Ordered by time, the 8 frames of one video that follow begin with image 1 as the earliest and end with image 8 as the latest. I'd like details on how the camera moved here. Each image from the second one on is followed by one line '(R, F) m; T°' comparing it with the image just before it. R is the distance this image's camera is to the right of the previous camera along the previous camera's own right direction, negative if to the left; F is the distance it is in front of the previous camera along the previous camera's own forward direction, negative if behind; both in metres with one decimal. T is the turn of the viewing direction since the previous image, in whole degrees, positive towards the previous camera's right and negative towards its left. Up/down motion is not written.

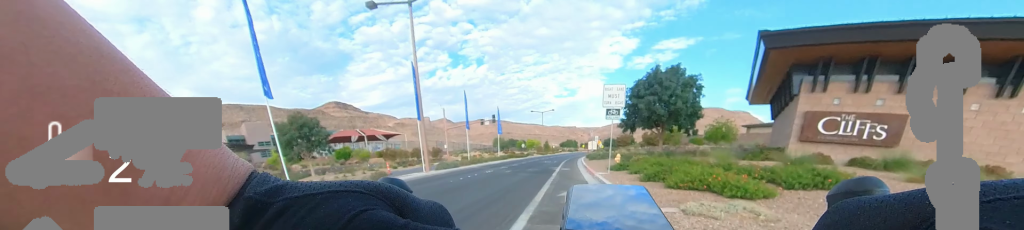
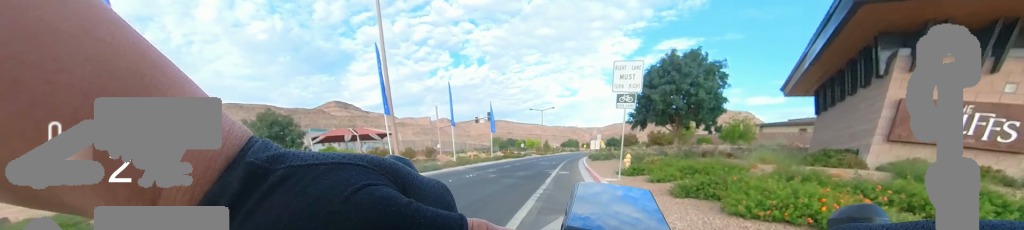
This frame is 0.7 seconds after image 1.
(0.0, +2.8) m; 0°
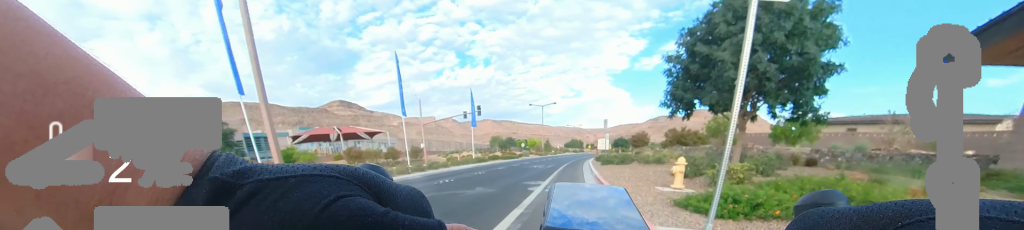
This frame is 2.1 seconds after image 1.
(0.0, +6.5) m; 0°
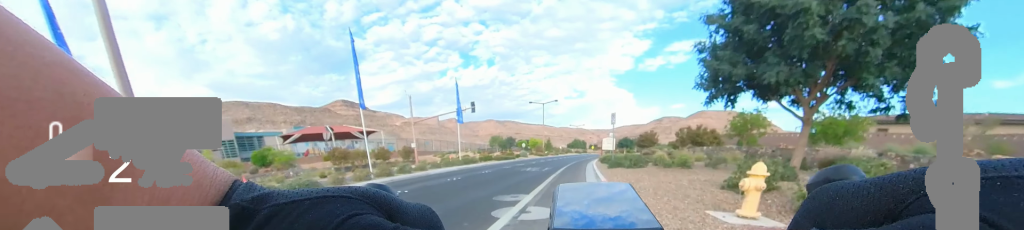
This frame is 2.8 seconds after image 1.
(0.0, +3.2) m; 0°
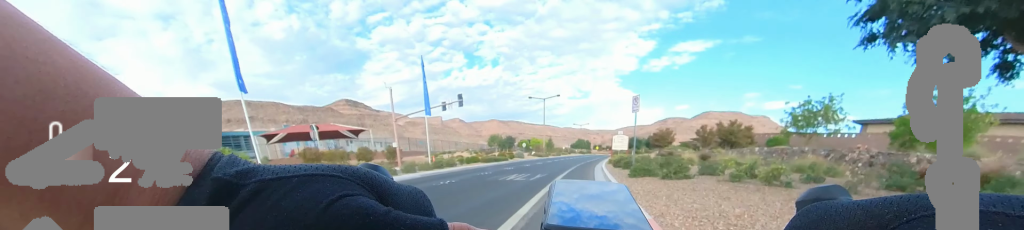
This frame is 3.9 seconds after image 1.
(0.0, +5.0) m; 0°
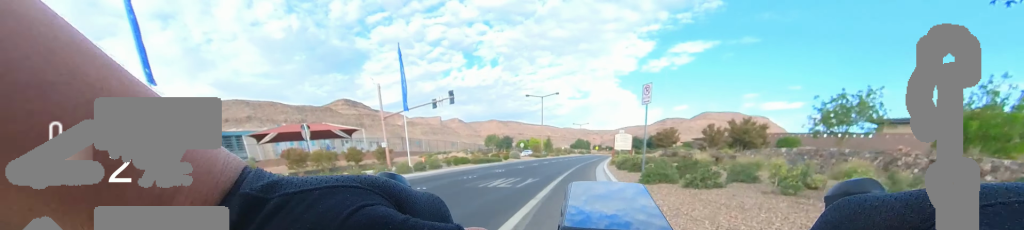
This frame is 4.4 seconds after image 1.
(0.0, +1.9) m; 0°
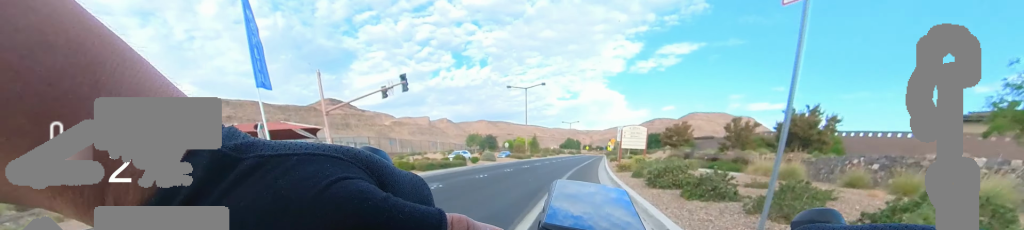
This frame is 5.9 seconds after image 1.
(0.0, +6.5) m; 0°
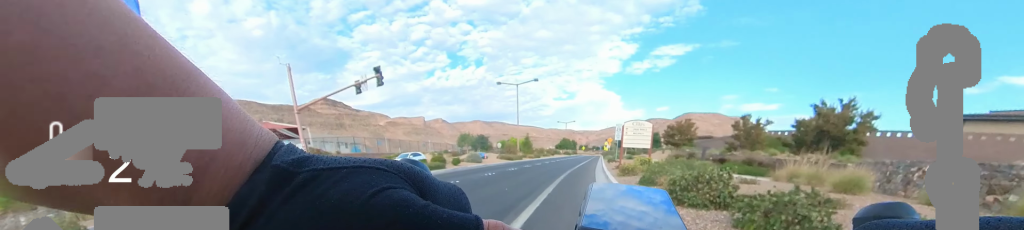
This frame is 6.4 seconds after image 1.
(0.0, +2.4) m; 0°
